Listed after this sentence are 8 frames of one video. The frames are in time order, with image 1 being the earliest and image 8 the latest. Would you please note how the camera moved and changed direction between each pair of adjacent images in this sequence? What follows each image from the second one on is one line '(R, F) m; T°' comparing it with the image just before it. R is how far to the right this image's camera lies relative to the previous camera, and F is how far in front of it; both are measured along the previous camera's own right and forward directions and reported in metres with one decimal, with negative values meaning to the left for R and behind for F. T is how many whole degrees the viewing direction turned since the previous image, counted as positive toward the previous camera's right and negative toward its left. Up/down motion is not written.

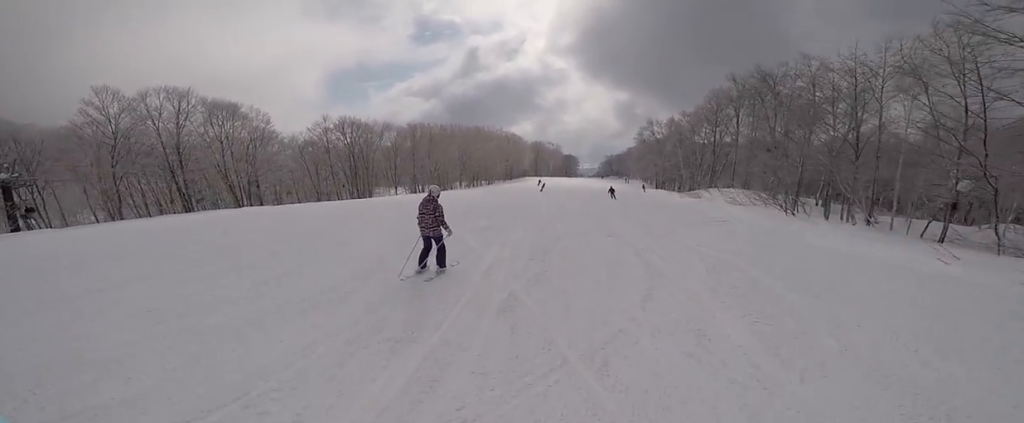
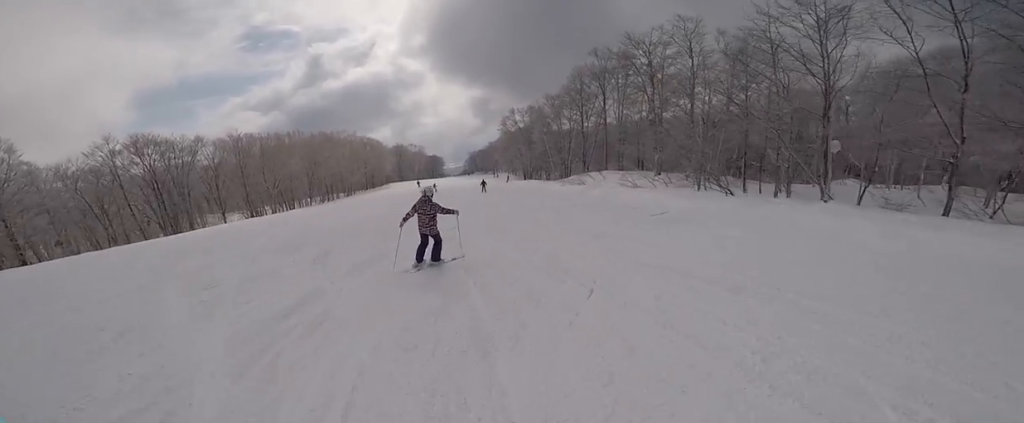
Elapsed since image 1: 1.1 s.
(+0.7, +7.7) m; +10°
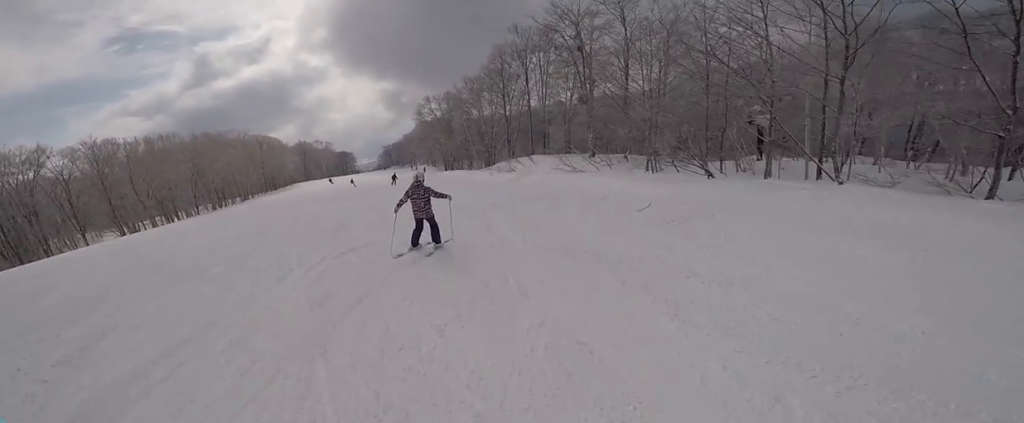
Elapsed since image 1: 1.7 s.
(+0.3, +4.9) m; +2°
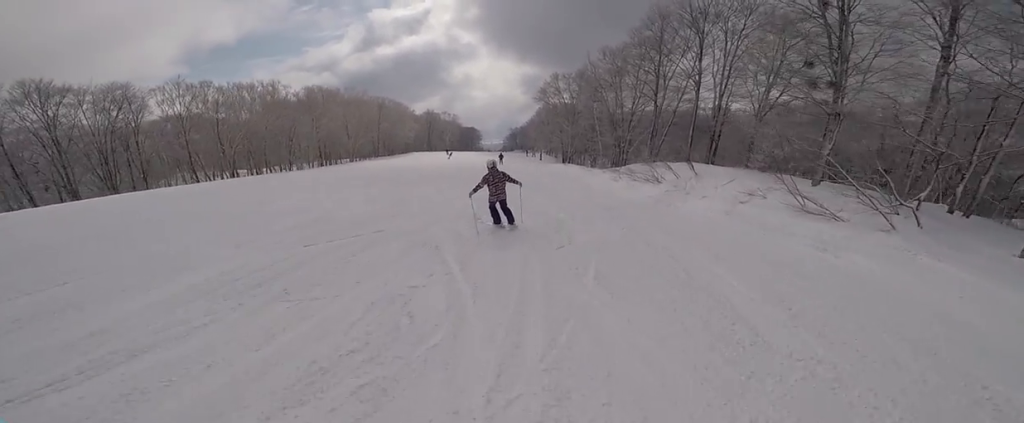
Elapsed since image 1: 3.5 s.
(-1.0, +12.6) m; -21°
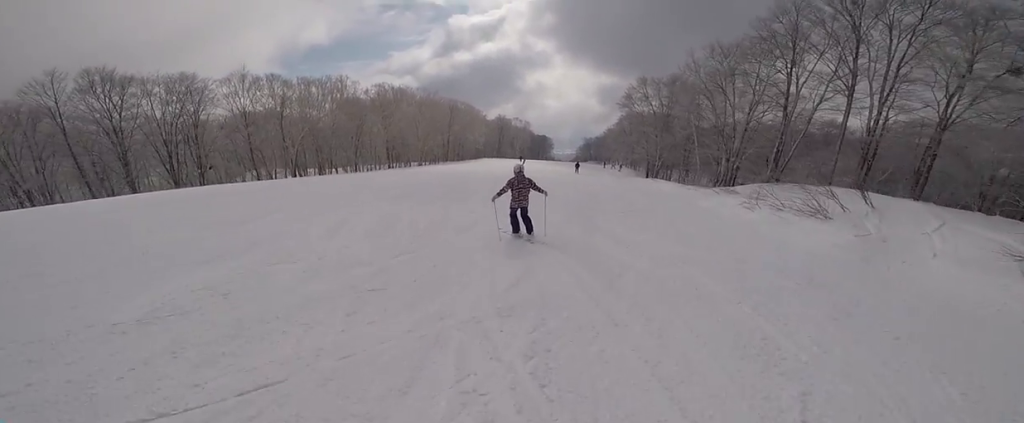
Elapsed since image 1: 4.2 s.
(-1.4, +5.2) m; -7°
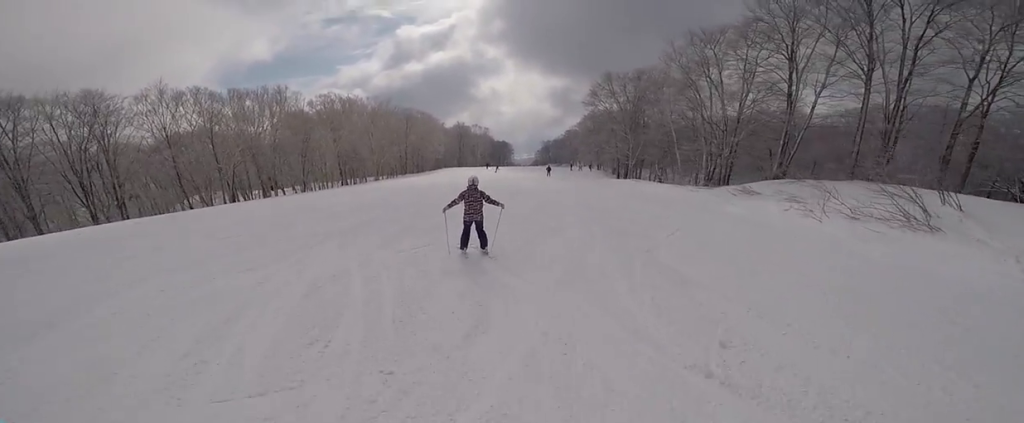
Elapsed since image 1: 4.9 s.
(+0.6, +4.5) m; +10°
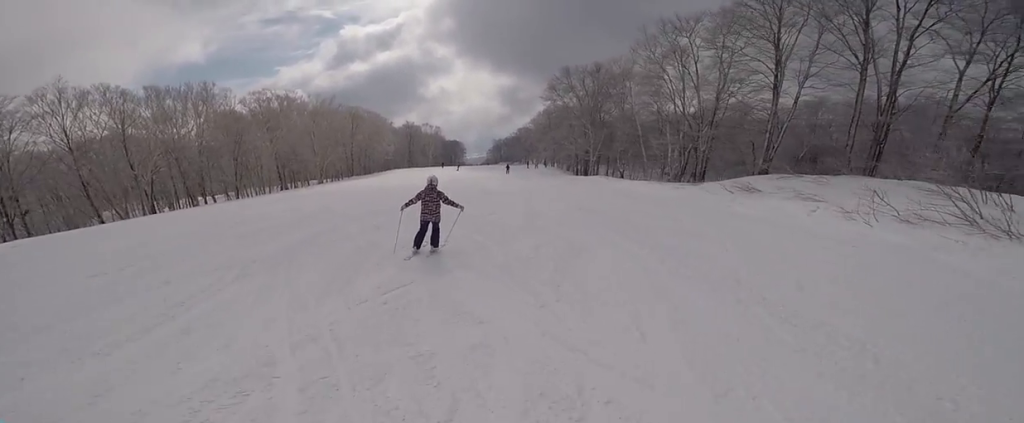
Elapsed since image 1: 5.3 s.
(0.0, +3.1) m; +7°
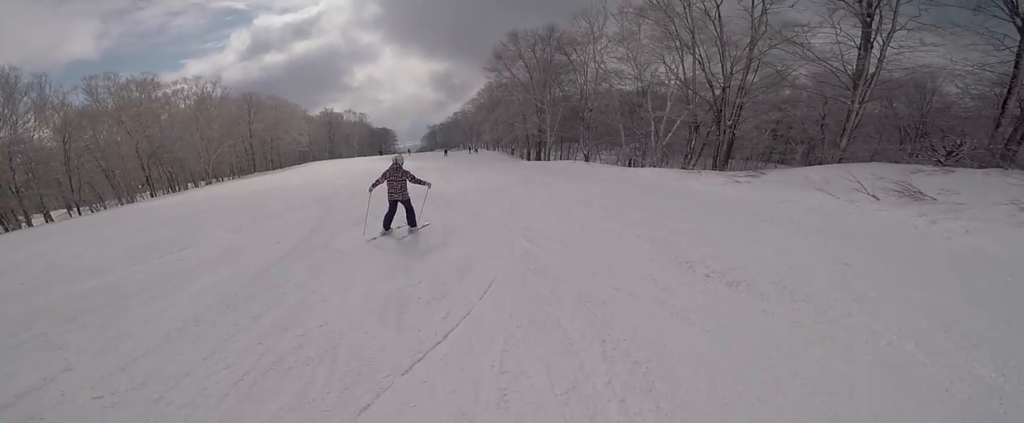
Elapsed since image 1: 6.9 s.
(+2.7, +10.2) m; +10°
